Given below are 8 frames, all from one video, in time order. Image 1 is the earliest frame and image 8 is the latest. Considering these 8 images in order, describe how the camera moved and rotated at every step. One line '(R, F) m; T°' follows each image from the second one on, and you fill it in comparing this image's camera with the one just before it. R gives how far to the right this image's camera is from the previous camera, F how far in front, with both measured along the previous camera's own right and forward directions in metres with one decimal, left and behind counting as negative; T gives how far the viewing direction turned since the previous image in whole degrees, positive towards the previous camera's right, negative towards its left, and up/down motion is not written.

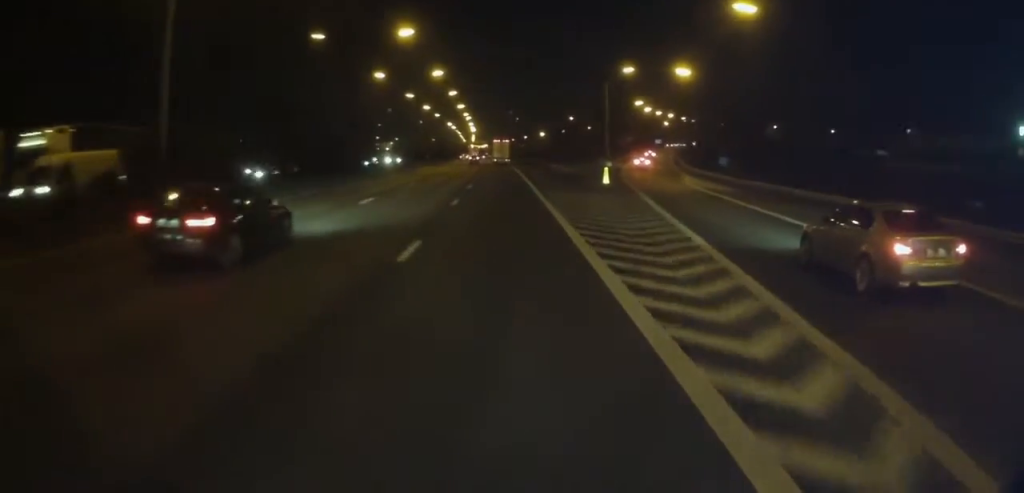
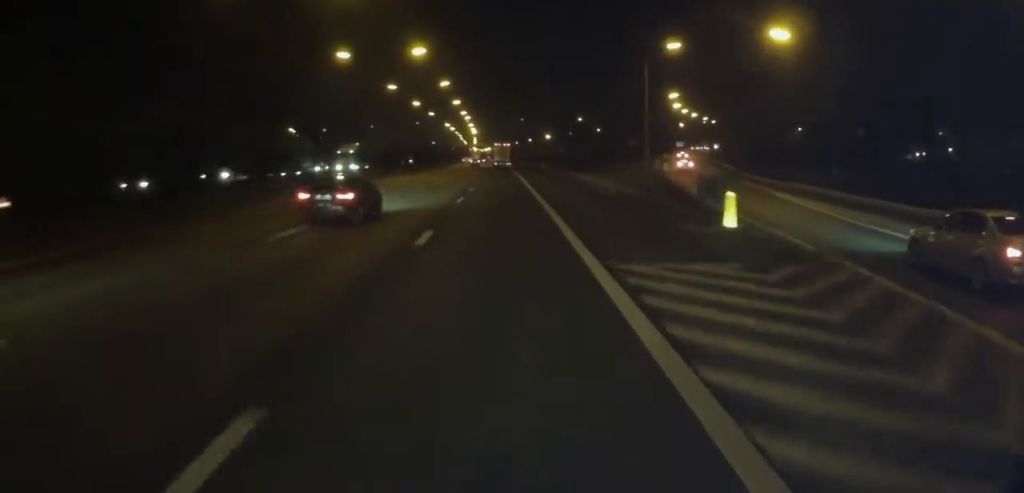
(-0.4, +21.7) m; 0°
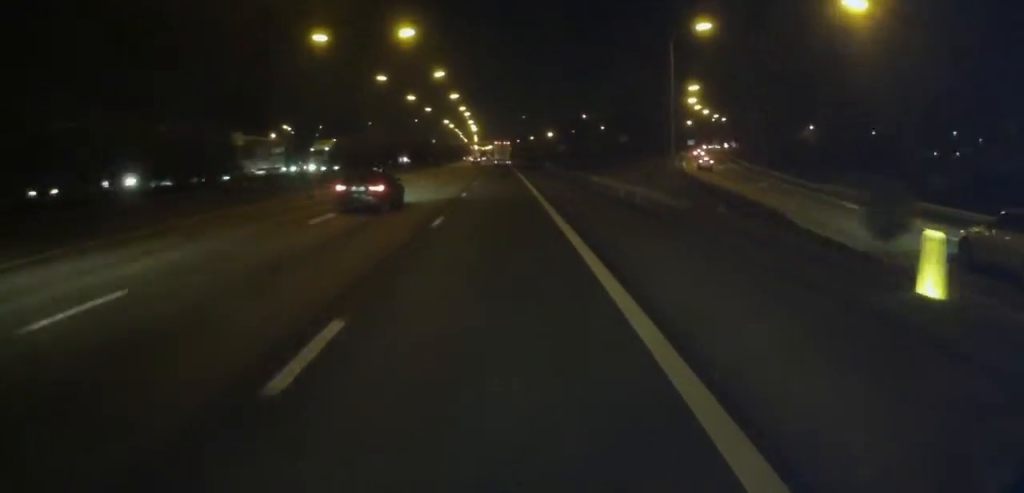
(+0.1, +9.3) m; 0°
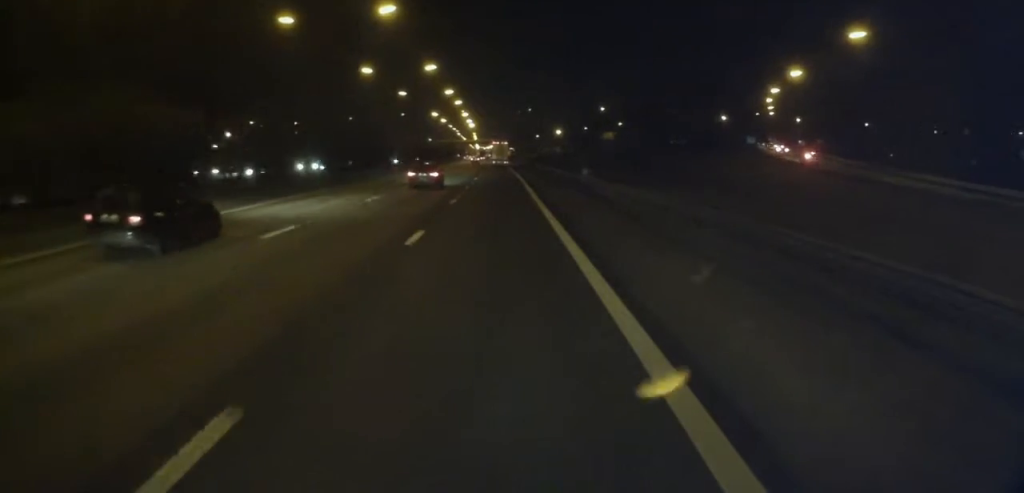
(+0.2, +40.4) m; -1°
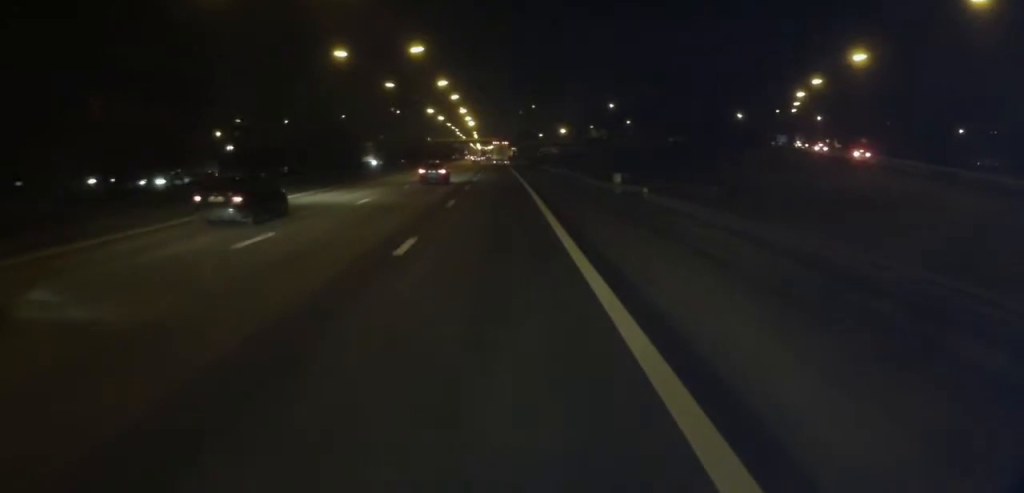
(-0.1, +14.0) m; 0°
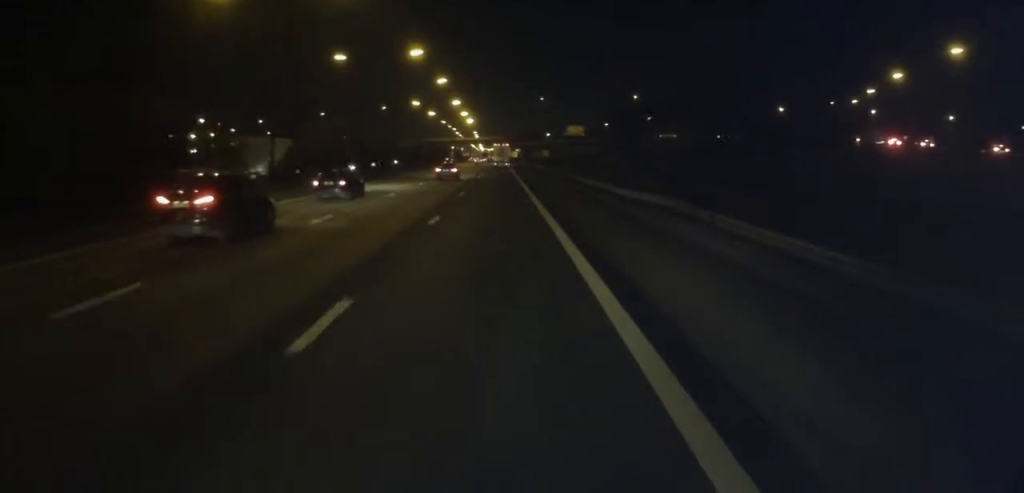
(-0.1, +31.2) m; 0°
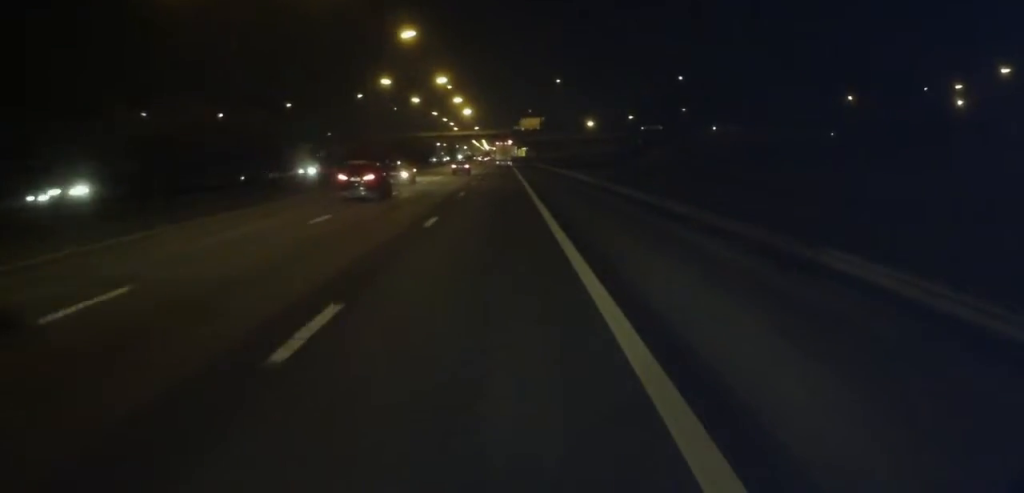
(0.0, +37.3) m; 0°
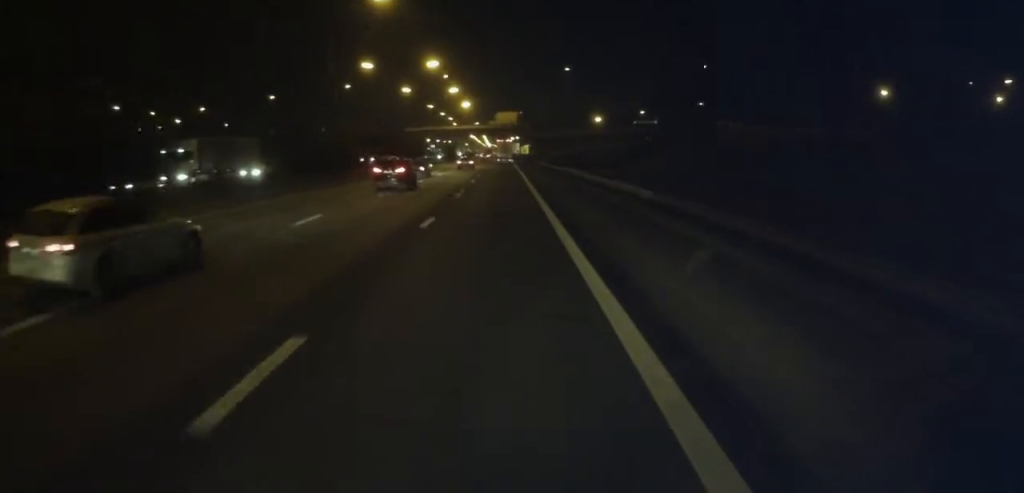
(0.0, +14.0) m; 0°
